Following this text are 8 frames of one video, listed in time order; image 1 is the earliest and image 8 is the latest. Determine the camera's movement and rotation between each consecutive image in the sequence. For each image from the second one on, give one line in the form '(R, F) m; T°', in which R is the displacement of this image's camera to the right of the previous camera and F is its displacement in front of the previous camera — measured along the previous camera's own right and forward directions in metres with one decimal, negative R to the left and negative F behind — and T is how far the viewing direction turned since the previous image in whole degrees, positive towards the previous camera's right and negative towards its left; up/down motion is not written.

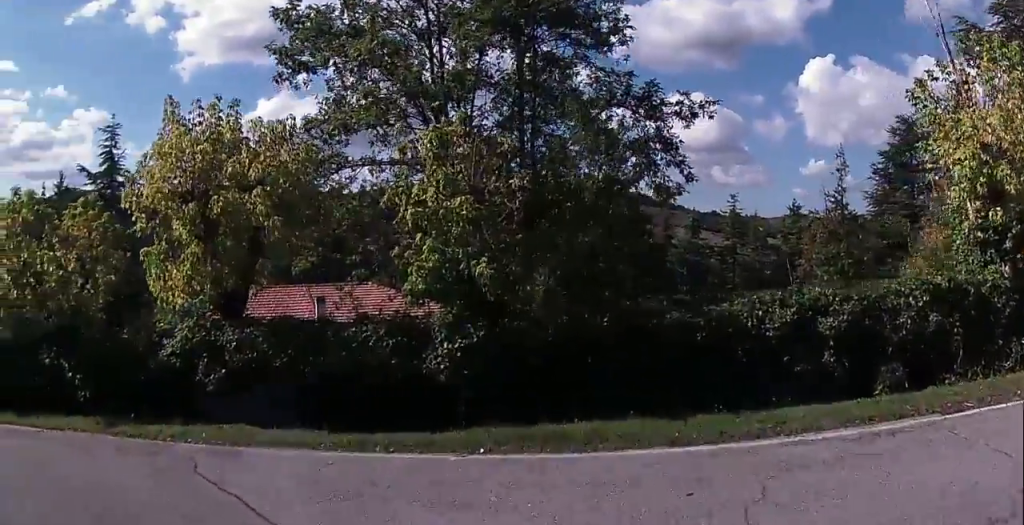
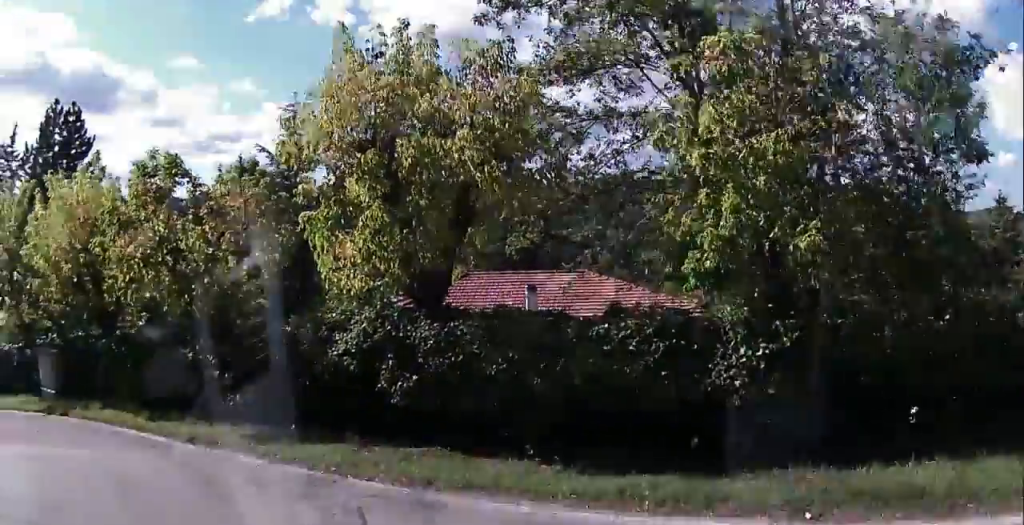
(0.0, +3.1) m; 0°
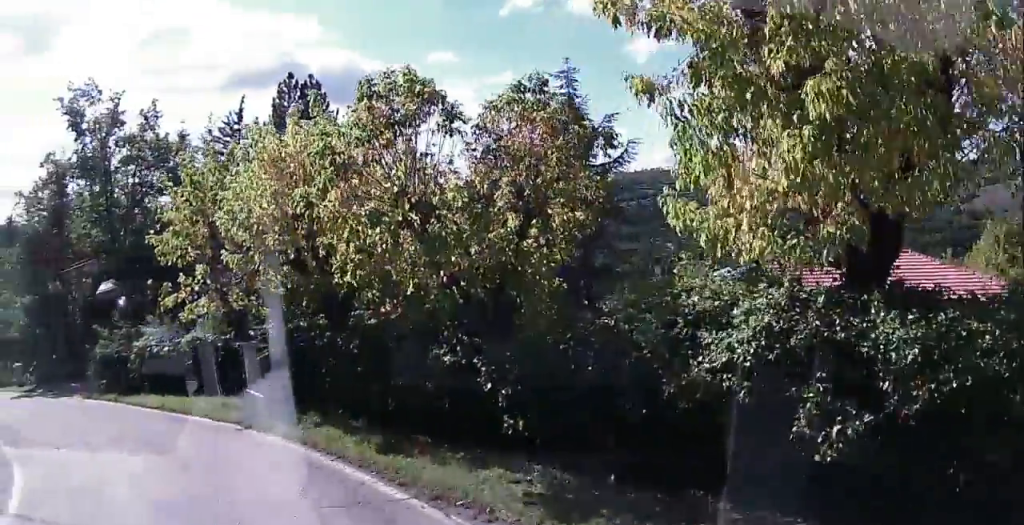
(0.0, +4.0) m; -3°
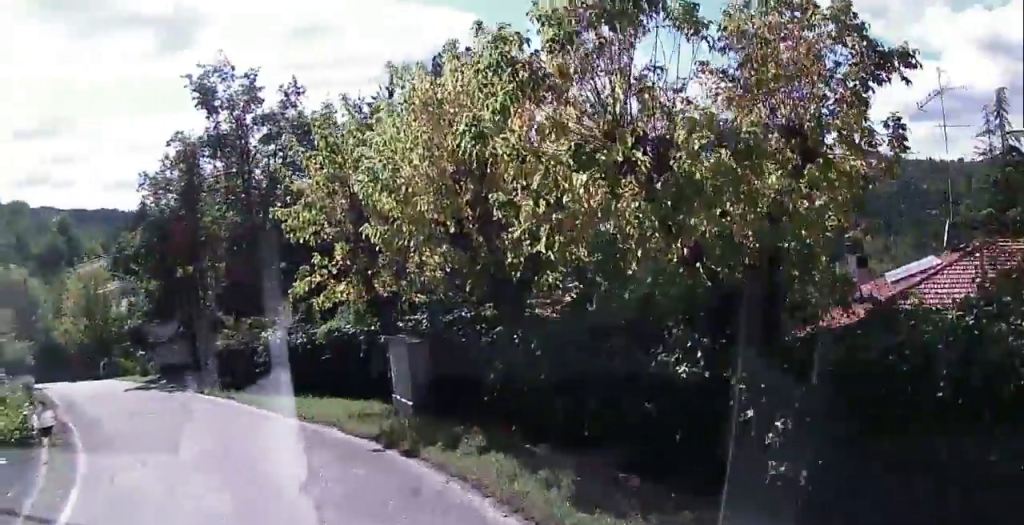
(-0.1, +2.5) m; -13°
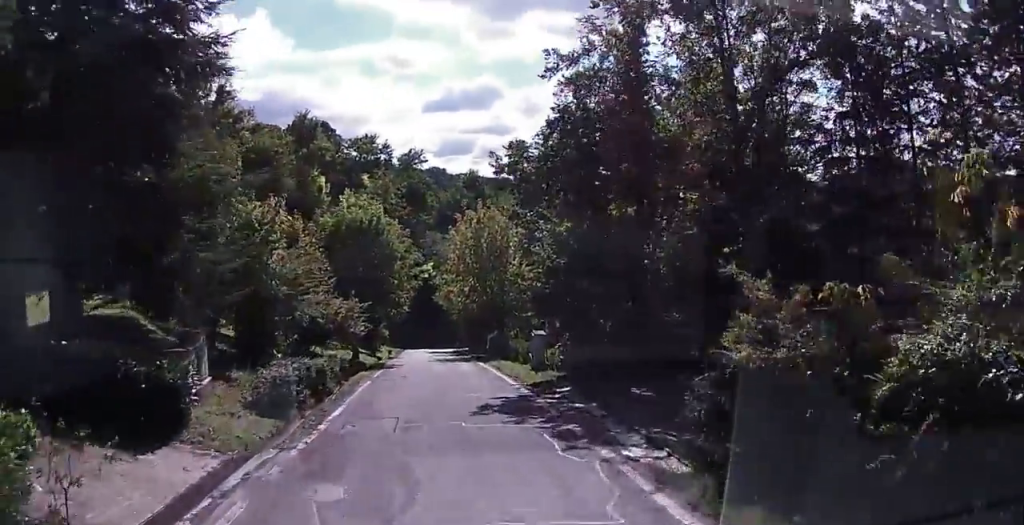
(-6.0, +8.7) m; -54°
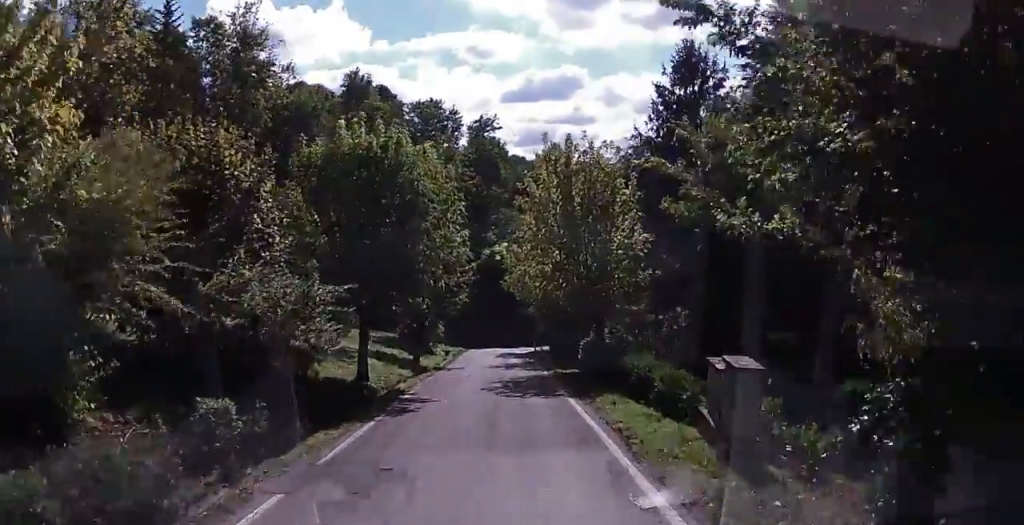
(-1.6, +14.0) m; -4°
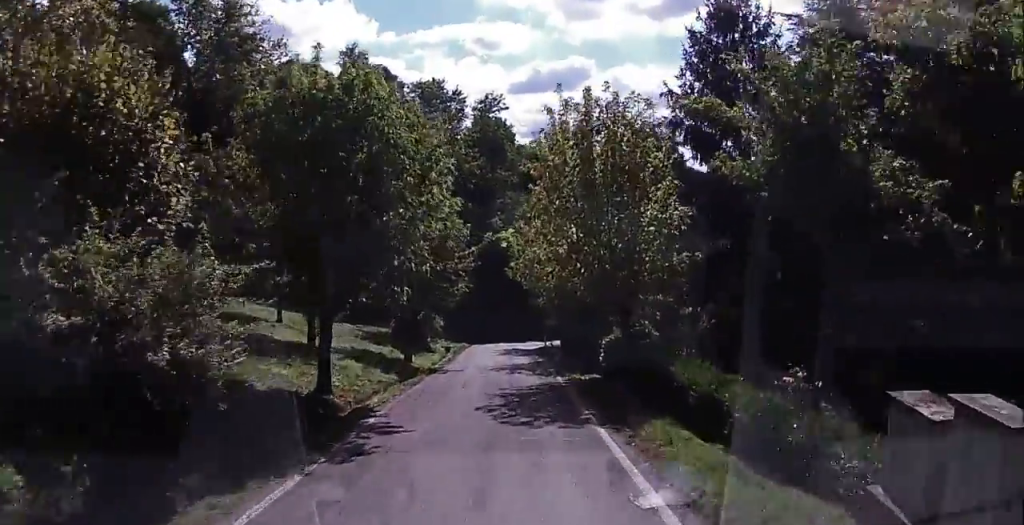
(+0.4, +5.0) m; +2°
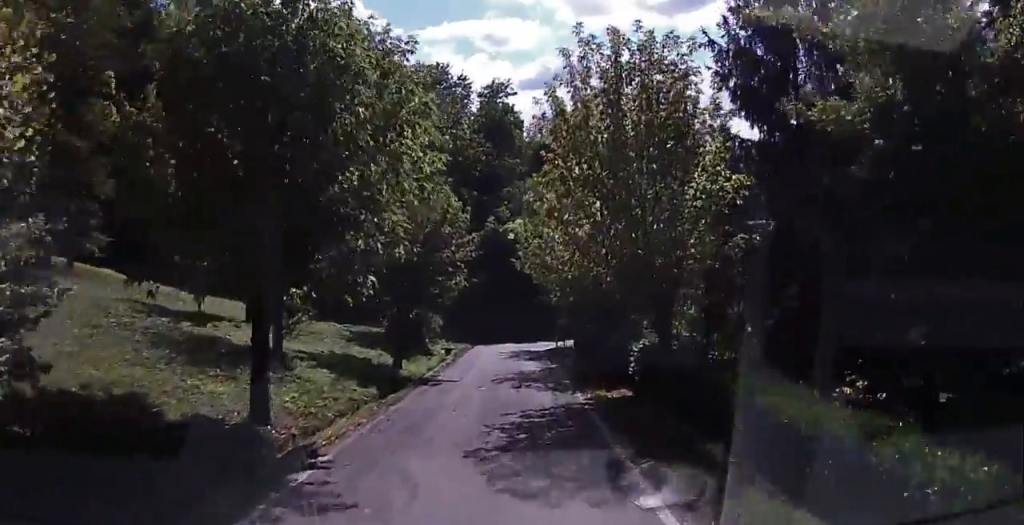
(-0.2, +4.7) m; -2°
